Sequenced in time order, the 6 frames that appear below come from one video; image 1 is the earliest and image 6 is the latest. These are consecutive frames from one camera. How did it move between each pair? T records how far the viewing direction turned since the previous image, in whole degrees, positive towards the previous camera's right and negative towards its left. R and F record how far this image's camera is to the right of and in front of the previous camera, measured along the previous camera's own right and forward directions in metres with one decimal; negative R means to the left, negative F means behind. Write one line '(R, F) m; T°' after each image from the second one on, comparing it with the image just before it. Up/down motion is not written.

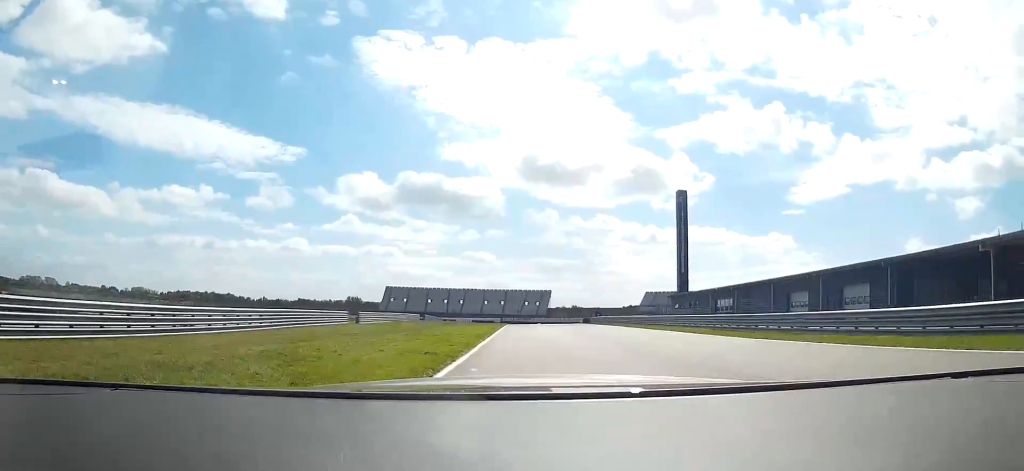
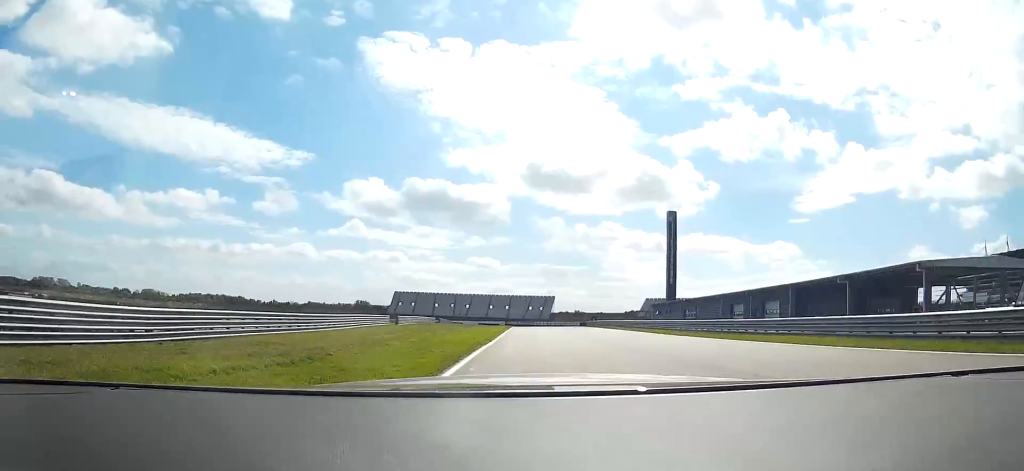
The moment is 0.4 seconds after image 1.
(-0.1, +15.5) m; 0°
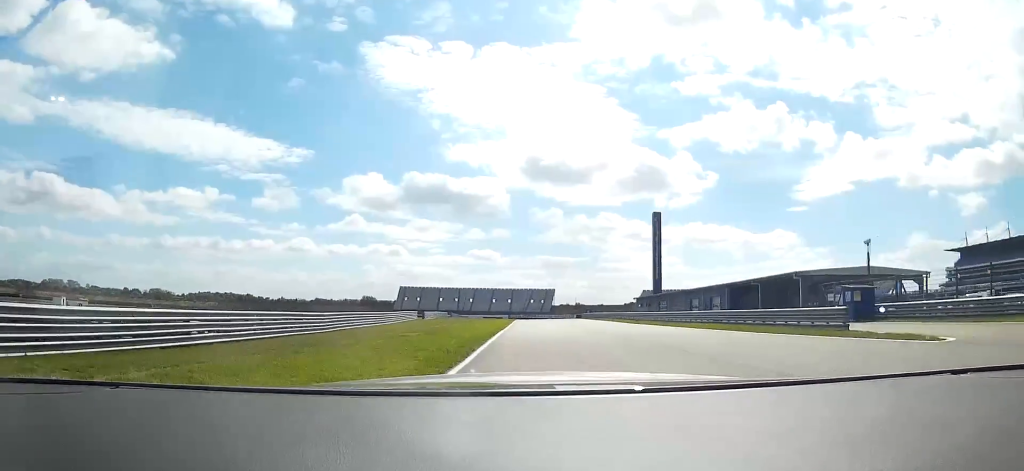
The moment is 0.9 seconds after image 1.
(0.0, +17.6) m; 0°
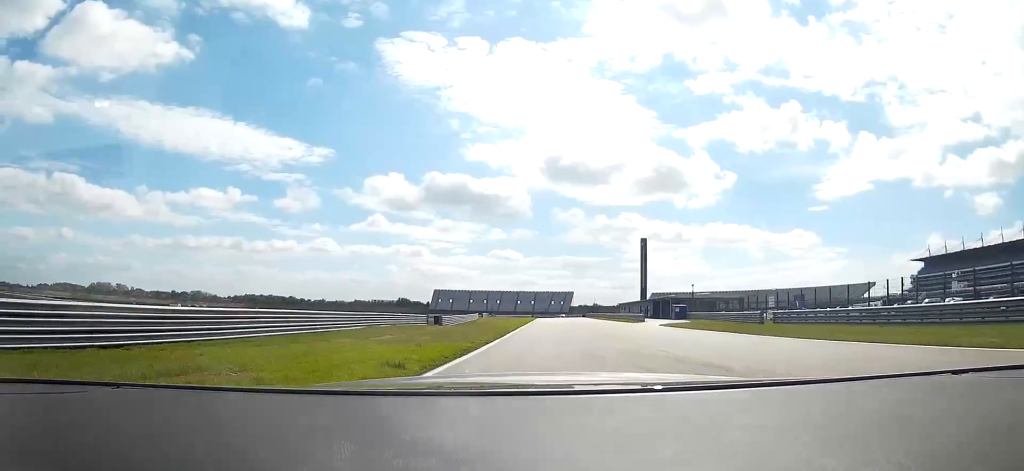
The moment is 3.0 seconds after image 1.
(-0.4, +59.6) m; -2°
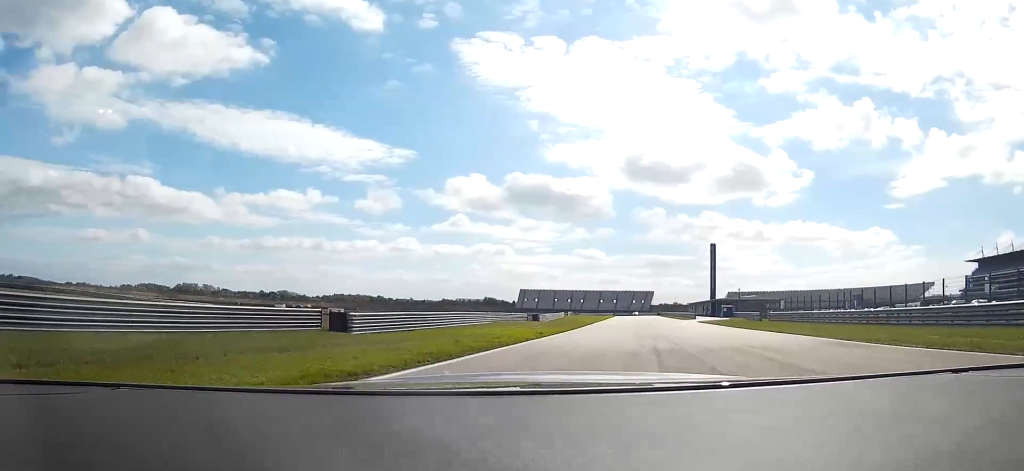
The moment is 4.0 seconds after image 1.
(-0.6, +23.7) m; -9°
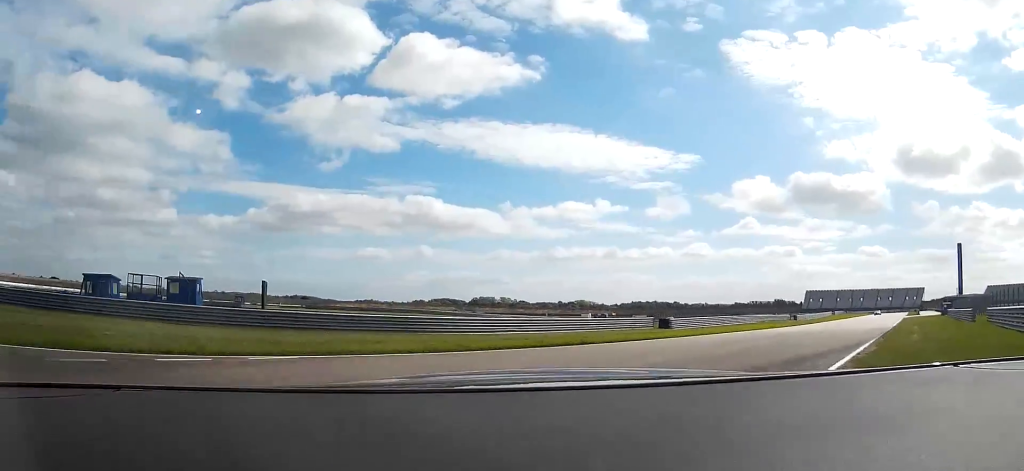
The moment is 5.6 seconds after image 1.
(-7.3, +26.6) m; -31°
